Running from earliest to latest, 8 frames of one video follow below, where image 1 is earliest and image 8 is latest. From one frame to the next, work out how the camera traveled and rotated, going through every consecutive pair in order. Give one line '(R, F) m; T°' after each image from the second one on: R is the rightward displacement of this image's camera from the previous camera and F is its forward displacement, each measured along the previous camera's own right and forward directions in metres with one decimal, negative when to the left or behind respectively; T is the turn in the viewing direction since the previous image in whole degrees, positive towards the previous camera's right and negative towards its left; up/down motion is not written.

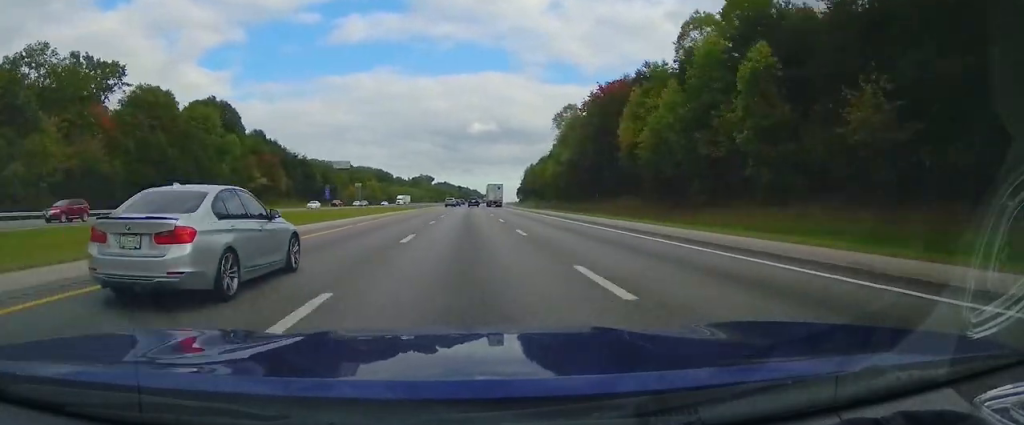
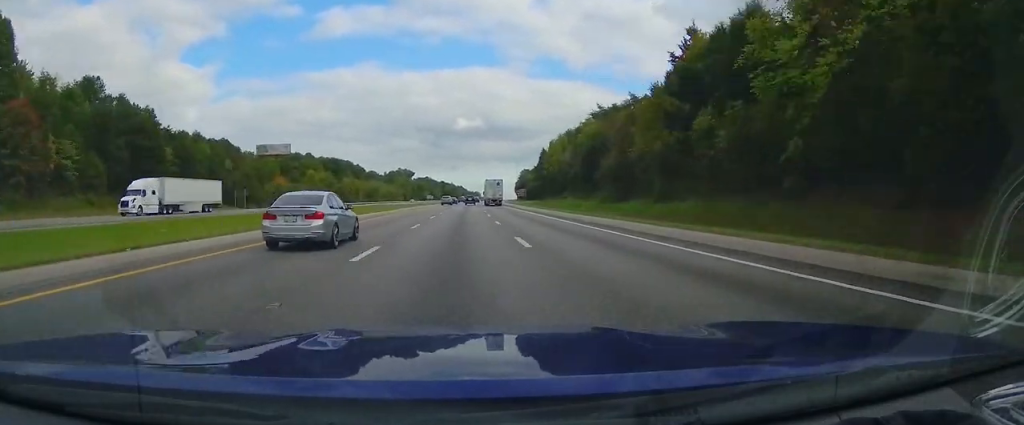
(+1.1, +80.9) m; +1°
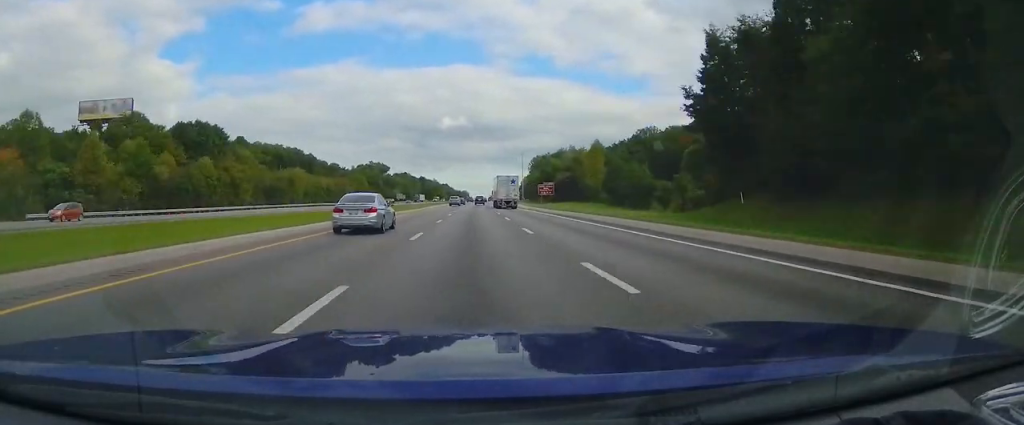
(+1.4, +102.7) m; +2°
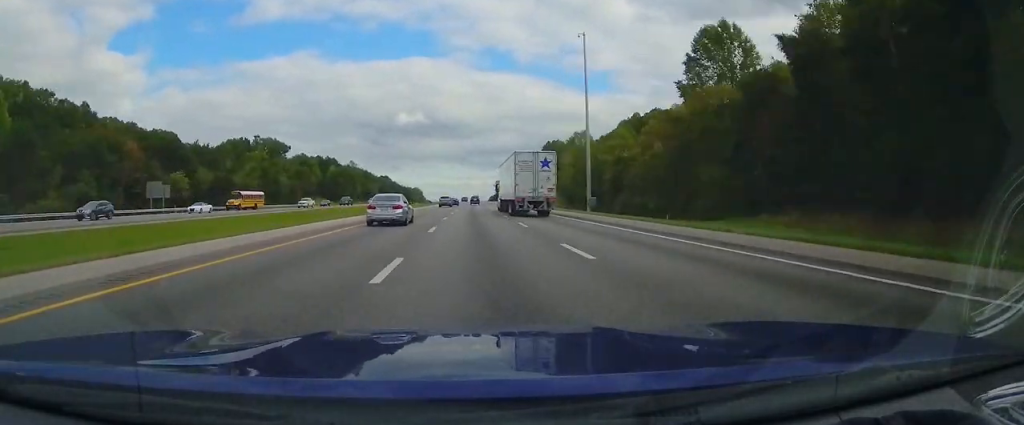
(+6.8, +209.7) m; +3°
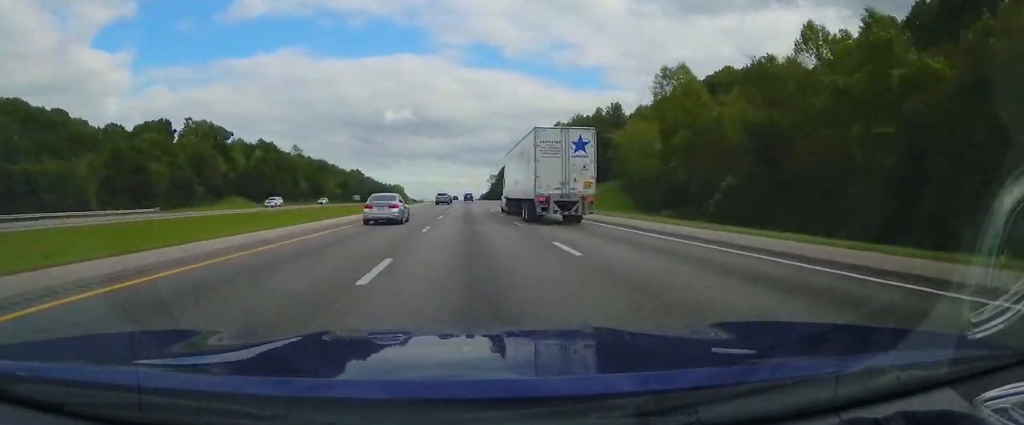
(+0.4, +75.6) m; 0°
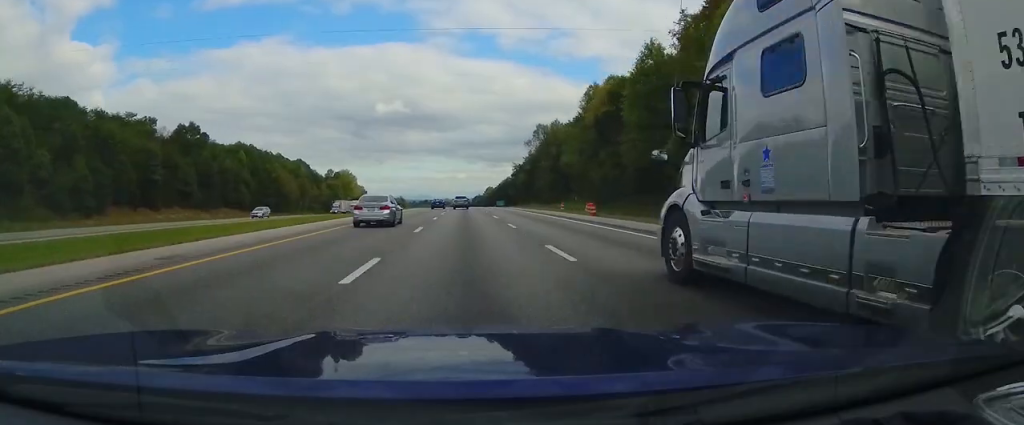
(0.0, +242.5) m; 0°
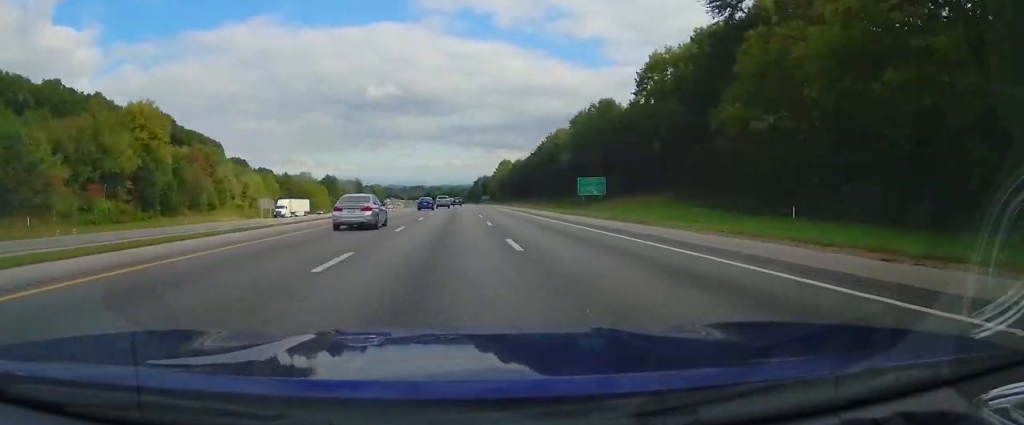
(-1.8, +247.2) m; -1°
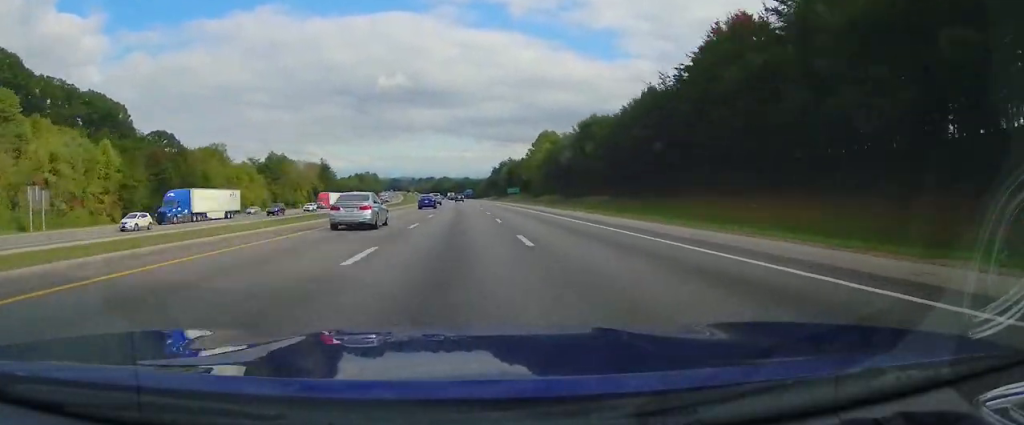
(-1.2, +69.6) m; -1°
